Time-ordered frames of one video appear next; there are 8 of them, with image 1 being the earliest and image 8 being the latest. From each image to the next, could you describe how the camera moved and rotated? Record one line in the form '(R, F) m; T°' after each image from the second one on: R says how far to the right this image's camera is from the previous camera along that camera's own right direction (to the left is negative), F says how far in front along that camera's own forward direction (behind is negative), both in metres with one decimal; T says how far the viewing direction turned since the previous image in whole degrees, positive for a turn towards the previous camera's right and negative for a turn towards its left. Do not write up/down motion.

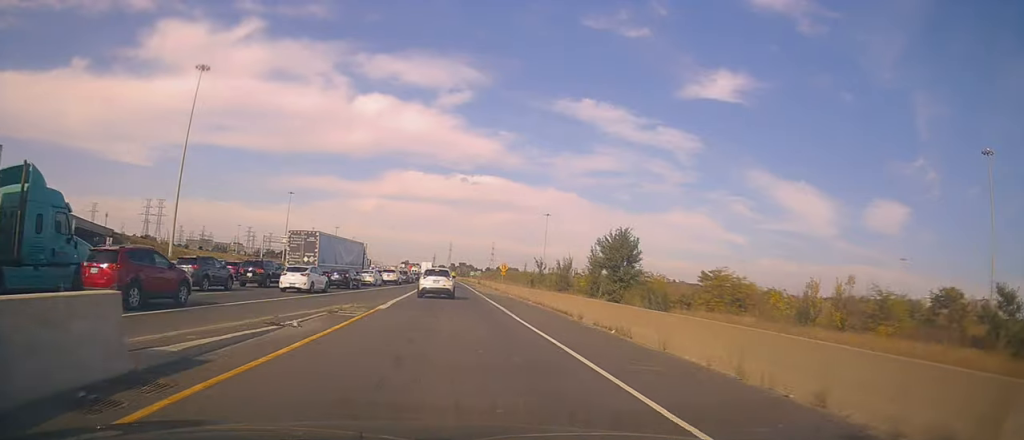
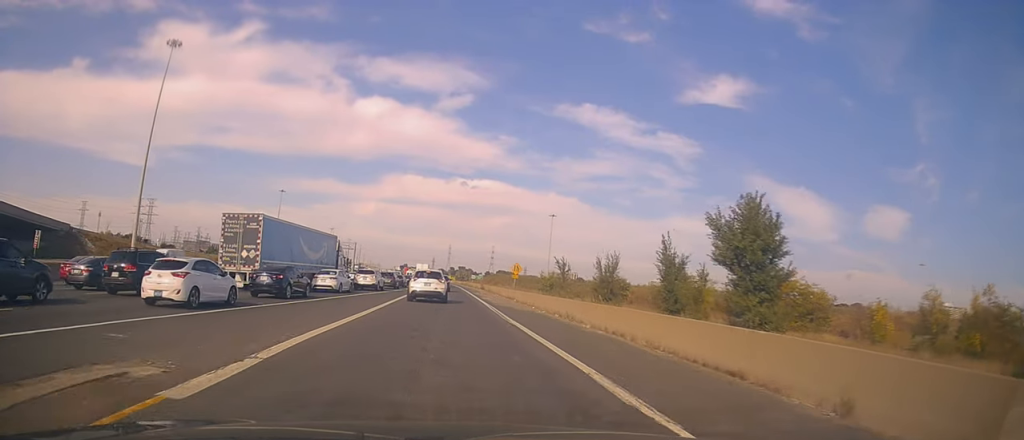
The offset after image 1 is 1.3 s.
(-0.1, +18.0) m; +1°
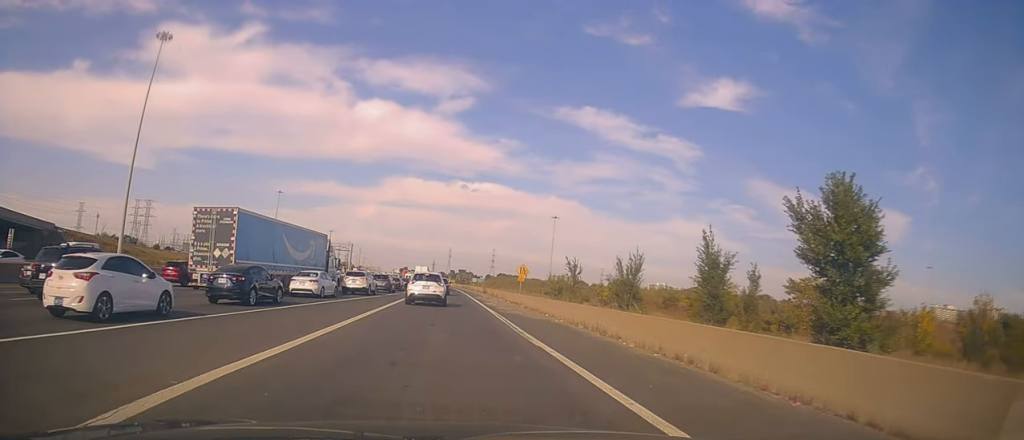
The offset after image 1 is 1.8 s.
(+0.2, +5.5) m; 0°
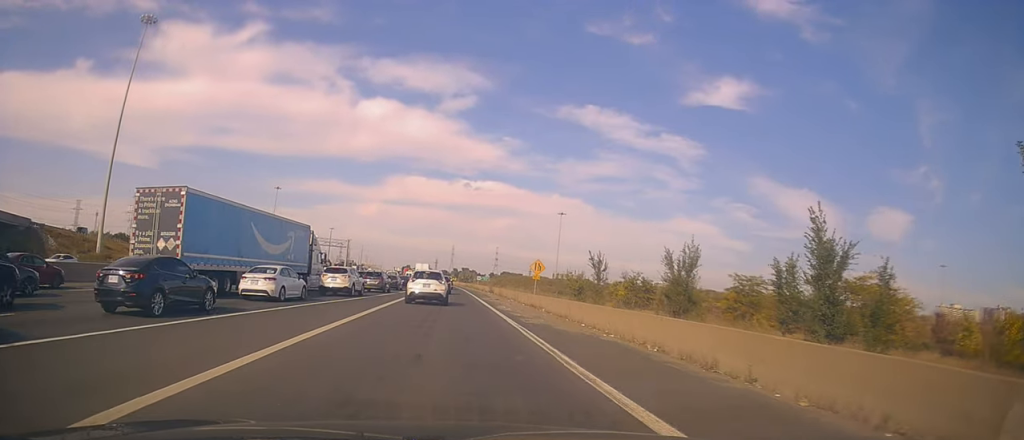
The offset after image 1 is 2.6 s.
(-0.1, +8.2) m; -1°
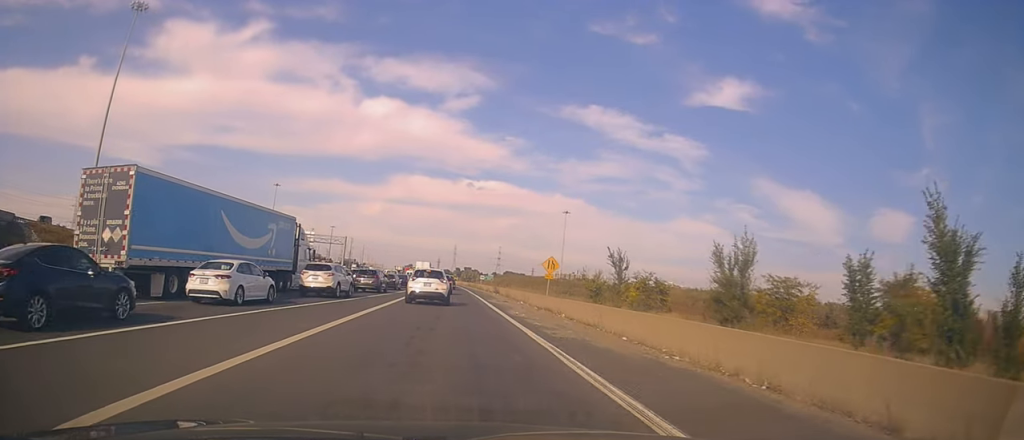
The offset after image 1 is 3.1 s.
(-0.2, +5.4) m; -1°
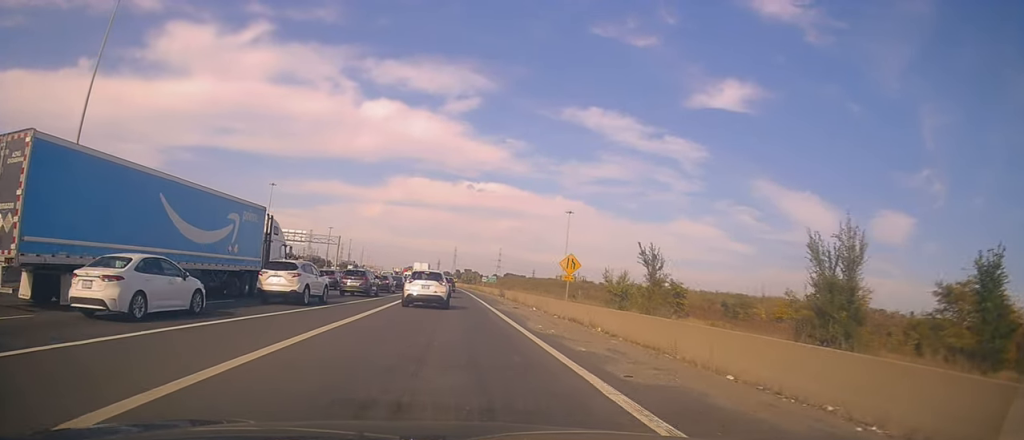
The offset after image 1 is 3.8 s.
(+0.2, +6.6) m; 0°
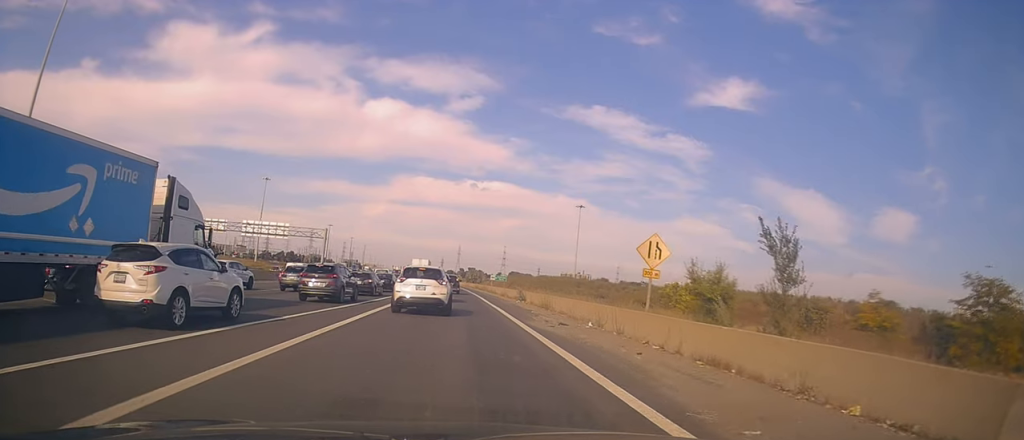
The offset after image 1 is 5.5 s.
(-0.1, +14.4) m; +2°
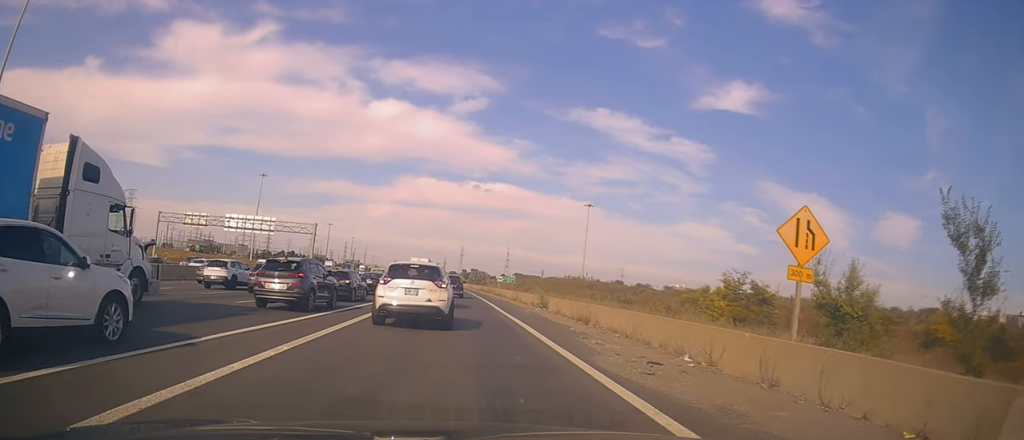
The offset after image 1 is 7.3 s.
(+0.6, +12.1) m; 0°
